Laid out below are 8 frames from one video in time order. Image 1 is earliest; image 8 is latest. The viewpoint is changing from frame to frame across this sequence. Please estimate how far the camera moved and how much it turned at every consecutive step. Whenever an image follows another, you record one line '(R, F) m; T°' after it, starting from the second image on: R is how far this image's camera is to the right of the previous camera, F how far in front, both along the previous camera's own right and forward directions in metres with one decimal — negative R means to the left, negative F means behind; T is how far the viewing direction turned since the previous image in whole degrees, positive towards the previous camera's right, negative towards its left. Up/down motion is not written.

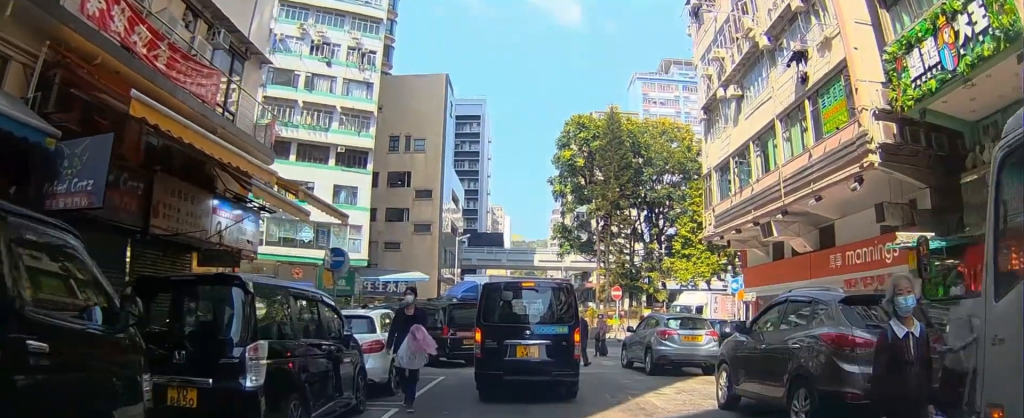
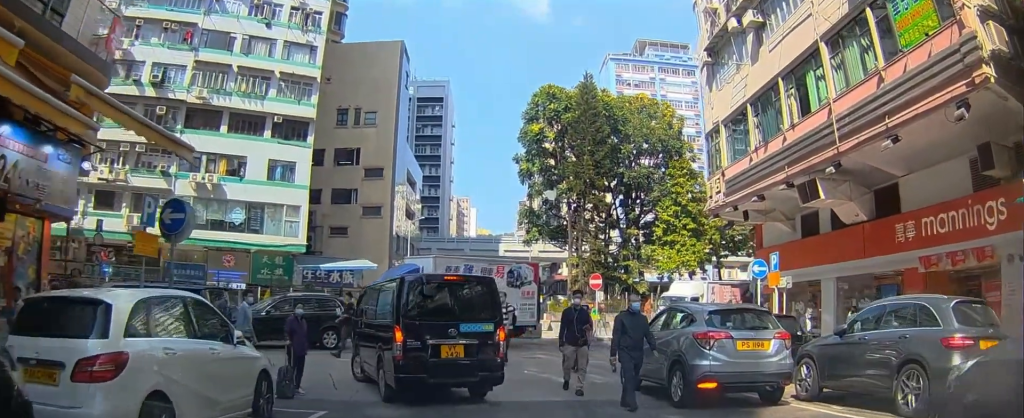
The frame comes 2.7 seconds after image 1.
(+0.6, +8.6) m; +8°
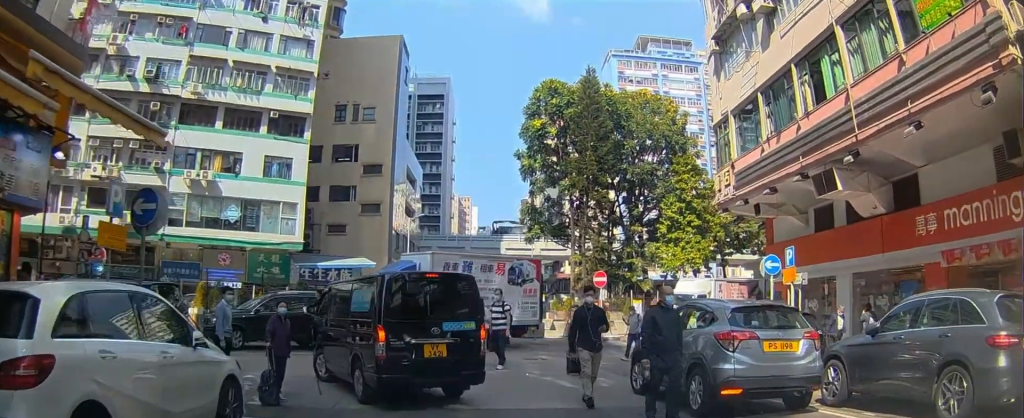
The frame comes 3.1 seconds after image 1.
(0.0, +1.3) m; +1°
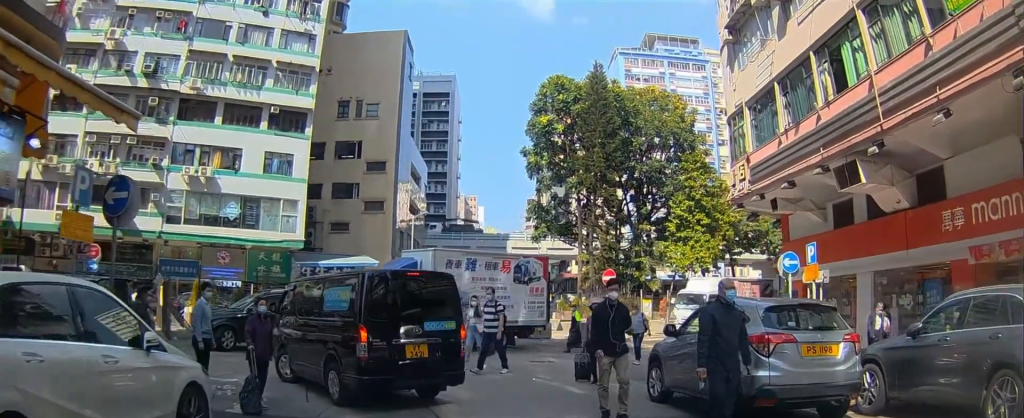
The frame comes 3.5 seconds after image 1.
(0.0, +1.2) m; +2°
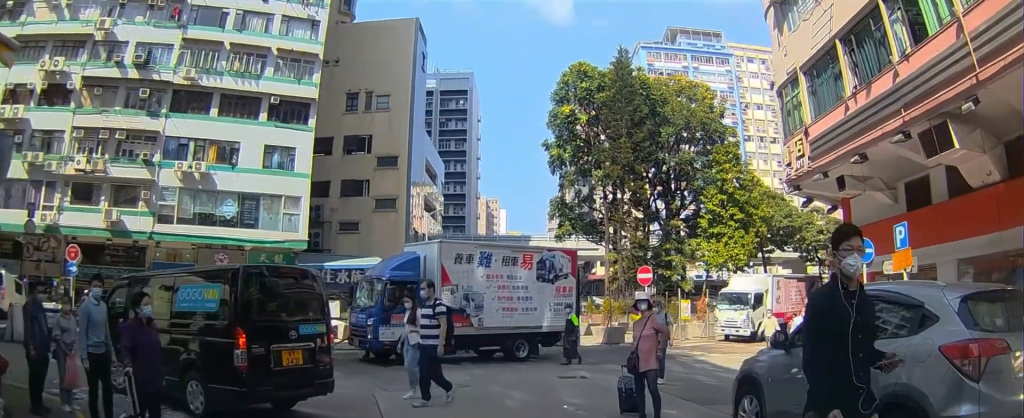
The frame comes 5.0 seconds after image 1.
(+0.3, +3.8) m; +6°
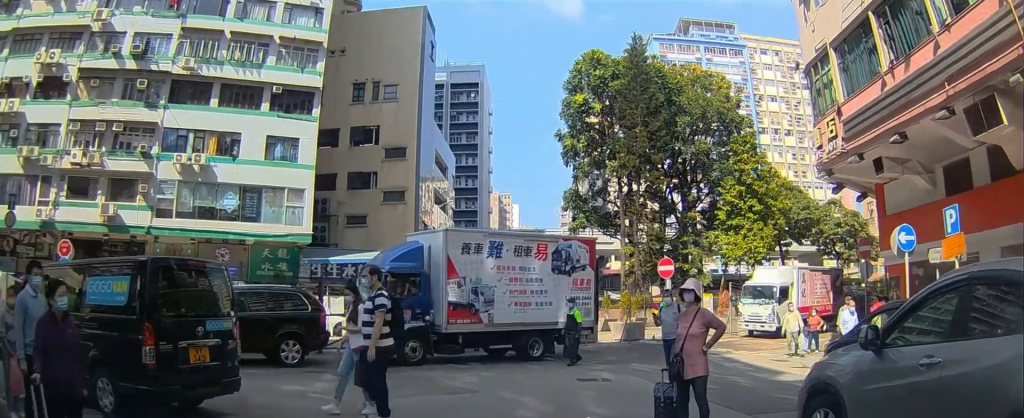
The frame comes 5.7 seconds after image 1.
(0.0, +1.6) m; -2°
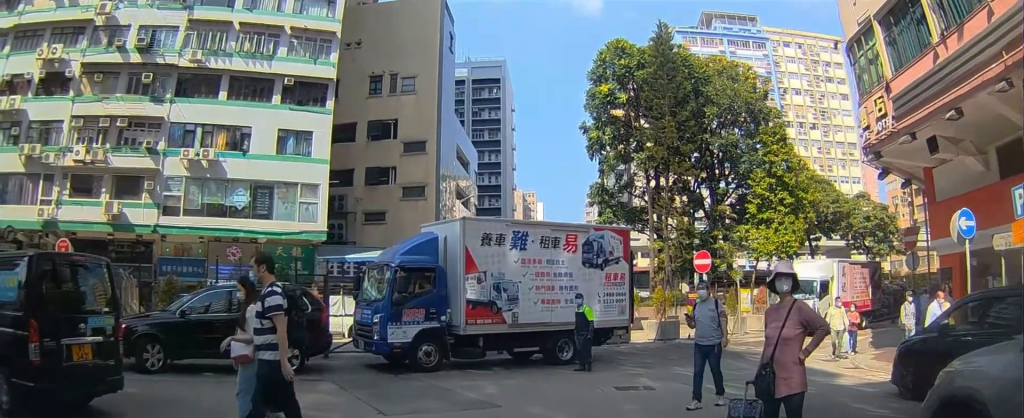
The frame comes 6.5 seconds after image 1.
(0.0, +1.6) m; -6°
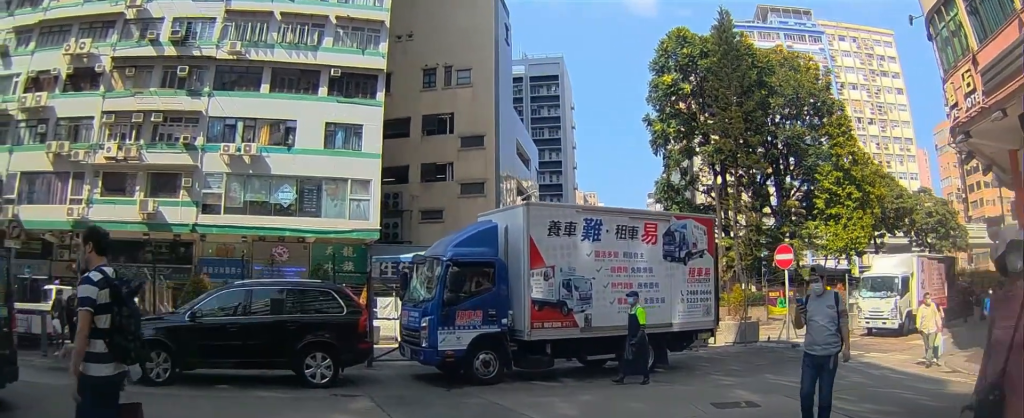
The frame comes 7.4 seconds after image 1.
(-0.1, +1.7) m; -13°
